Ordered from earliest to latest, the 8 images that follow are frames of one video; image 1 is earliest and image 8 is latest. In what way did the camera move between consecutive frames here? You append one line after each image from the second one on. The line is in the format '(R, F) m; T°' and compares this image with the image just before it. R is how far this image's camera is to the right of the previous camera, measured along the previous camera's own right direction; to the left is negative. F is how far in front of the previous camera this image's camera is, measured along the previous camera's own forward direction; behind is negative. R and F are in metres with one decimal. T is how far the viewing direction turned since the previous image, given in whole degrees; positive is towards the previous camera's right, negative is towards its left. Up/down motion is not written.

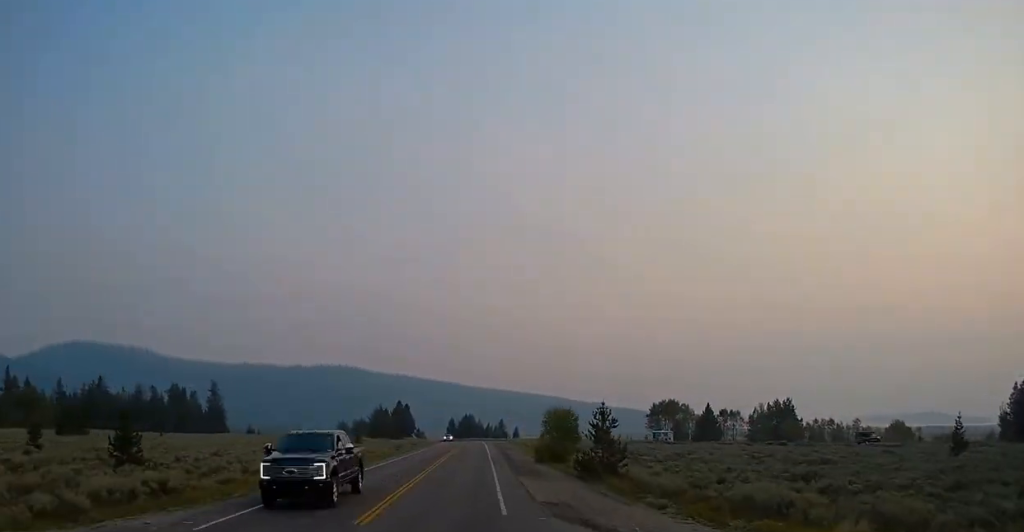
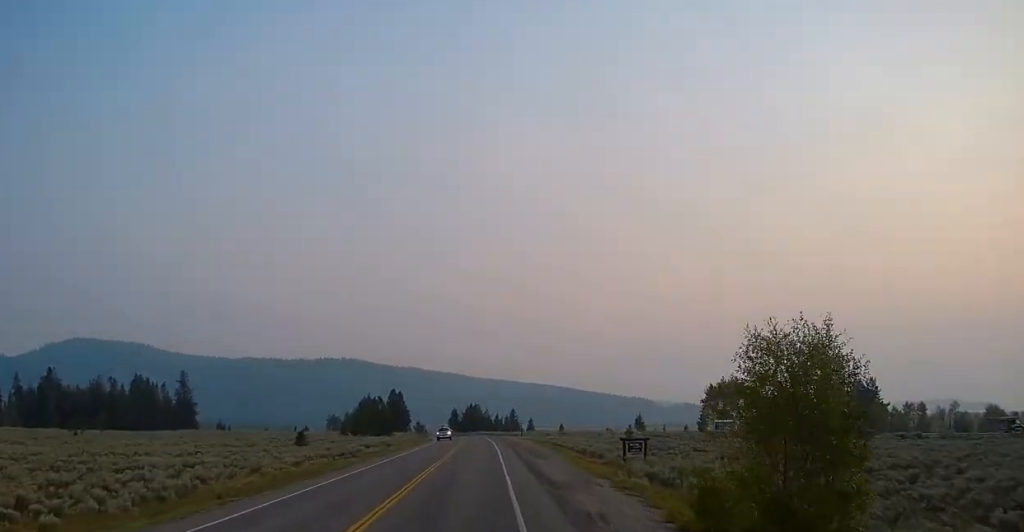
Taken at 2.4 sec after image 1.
(+0.9, +38.1) m; +2°
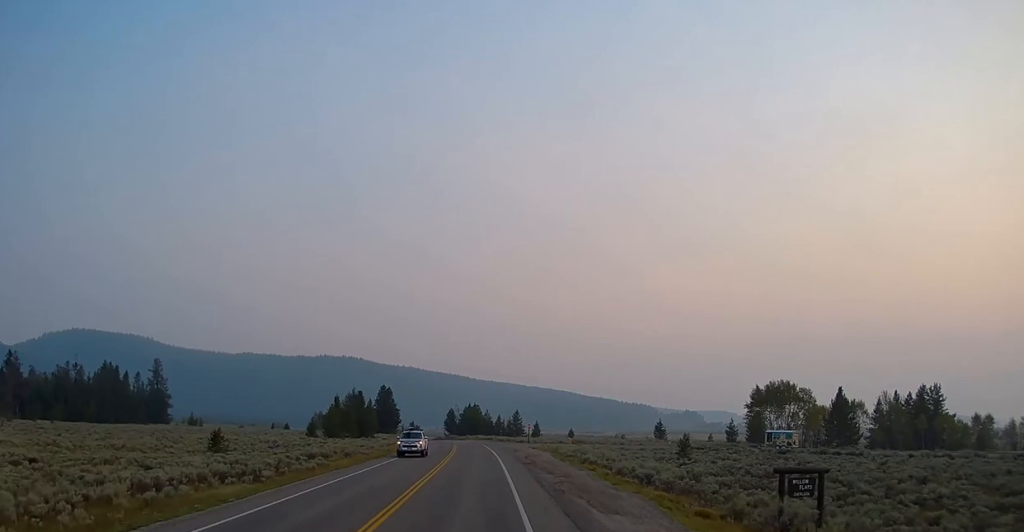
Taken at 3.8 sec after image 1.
(-0.1, +21.7) m; -1°
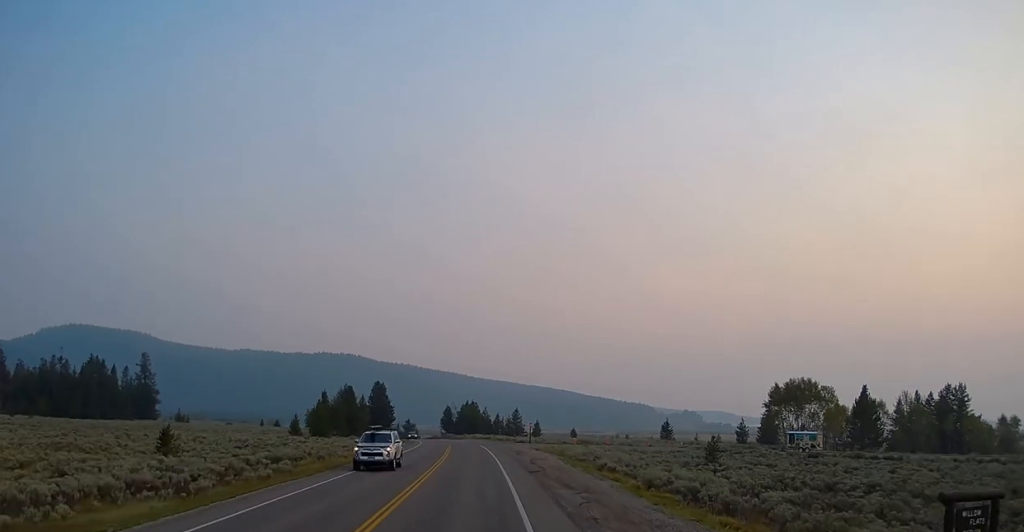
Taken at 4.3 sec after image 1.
(0.0, +7.5) m; -1°
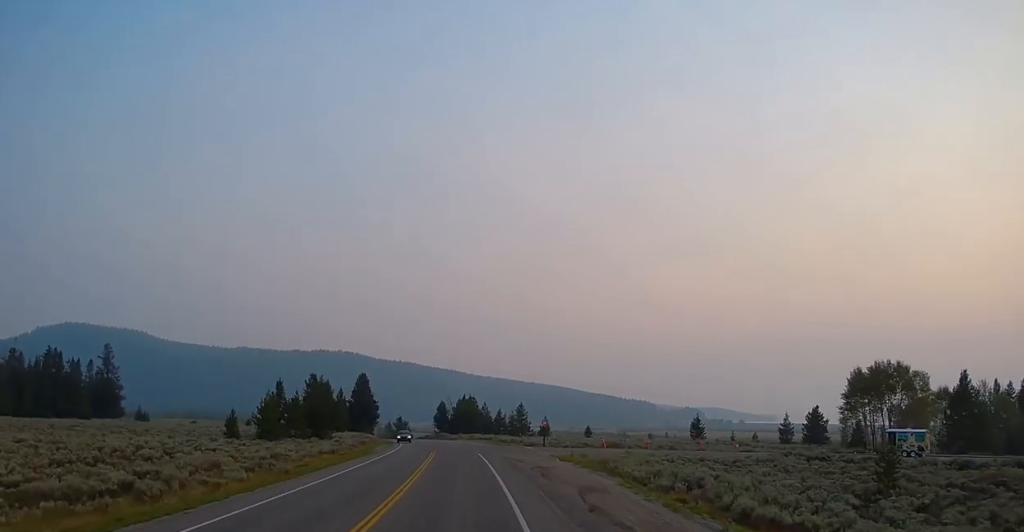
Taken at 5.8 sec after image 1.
(-0.4, +23.2) m; -1°
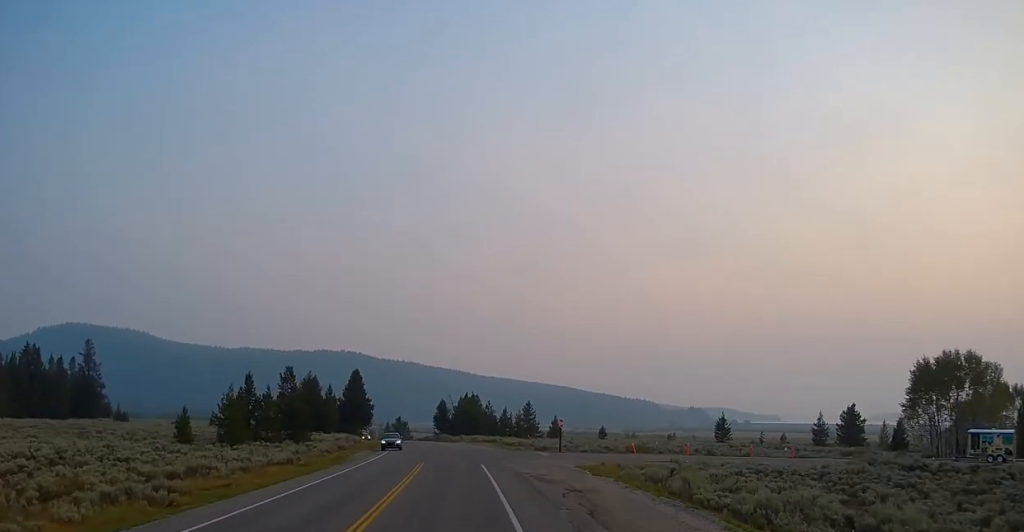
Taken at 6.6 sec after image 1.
(+0.1, +13.0) m; 0°
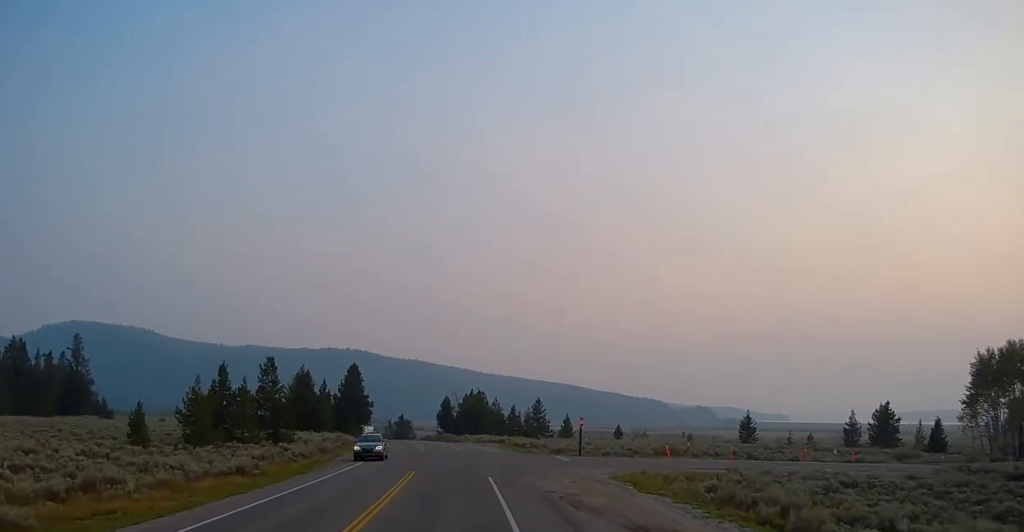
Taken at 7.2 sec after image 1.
(0.0, +9.4) m; 0°
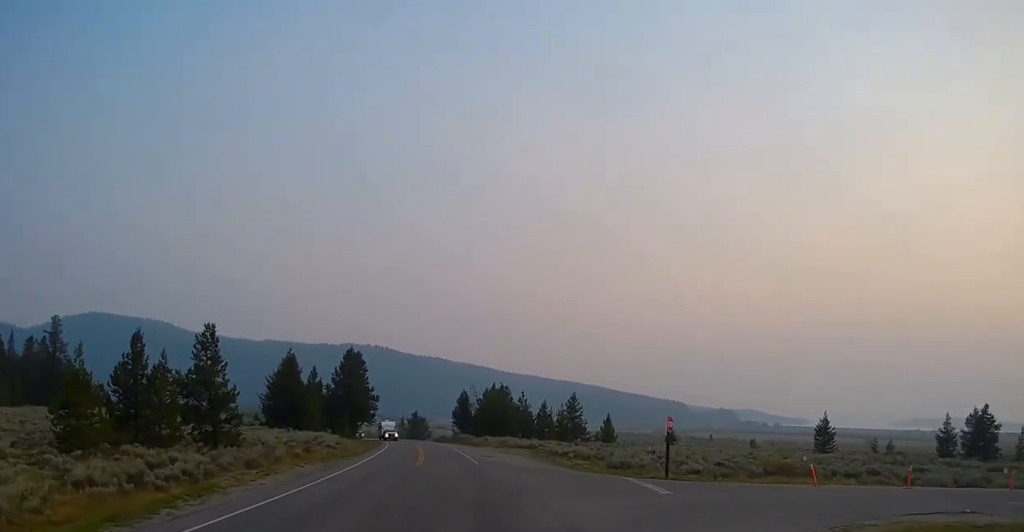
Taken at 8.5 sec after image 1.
(-0.1, +20.1) m; -1°
